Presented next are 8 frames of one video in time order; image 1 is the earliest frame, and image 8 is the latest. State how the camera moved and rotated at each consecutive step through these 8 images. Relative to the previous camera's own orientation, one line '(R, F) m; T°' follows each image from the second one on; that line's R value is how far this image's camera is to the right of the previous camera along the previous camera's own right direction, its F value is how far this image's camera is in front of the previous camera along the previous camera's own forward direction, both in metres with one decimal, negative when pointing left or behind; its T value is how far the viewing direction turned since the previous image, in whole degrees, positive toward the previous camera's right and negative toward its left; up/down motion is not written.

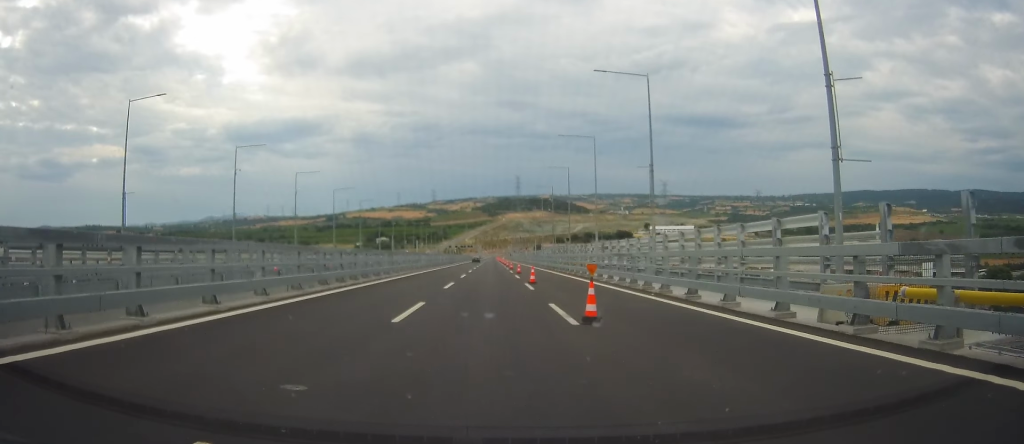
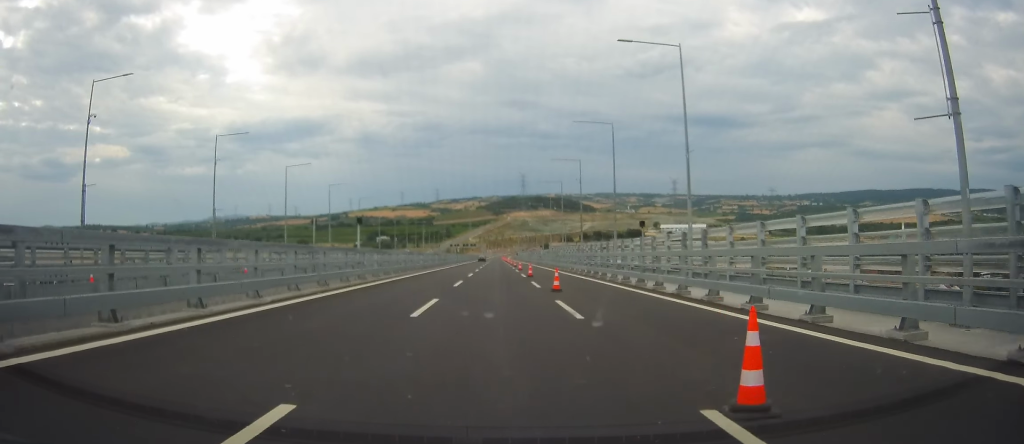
(-0.6, +29.0) m; -1°
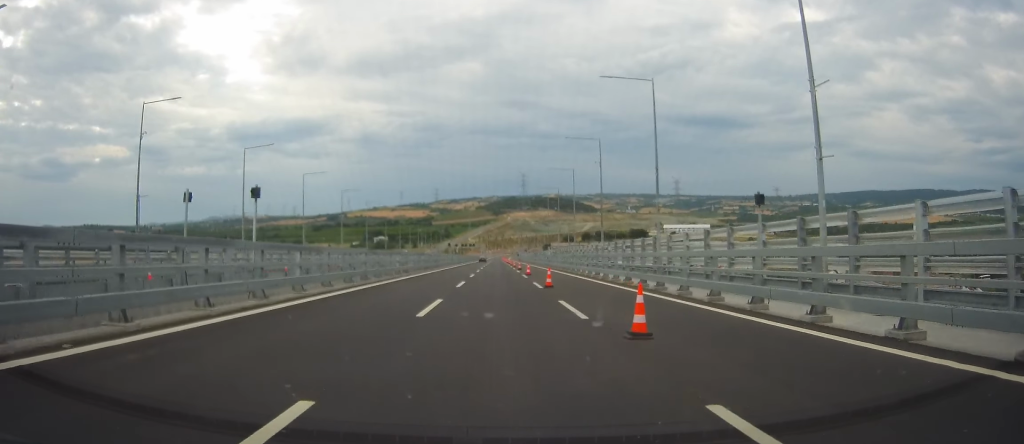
(+0.3, +14.2) m; 0°
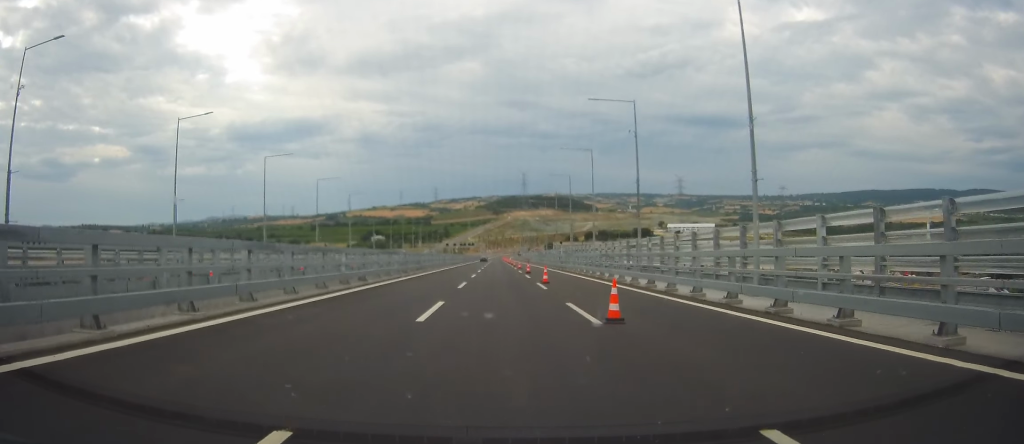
(-0.2, +16.1) m; 0°
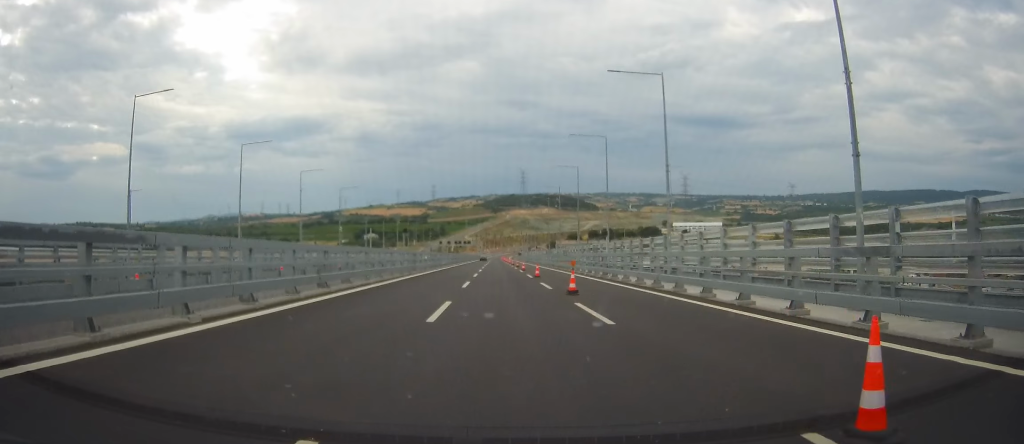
(-0.1, +29.5) m; -1°
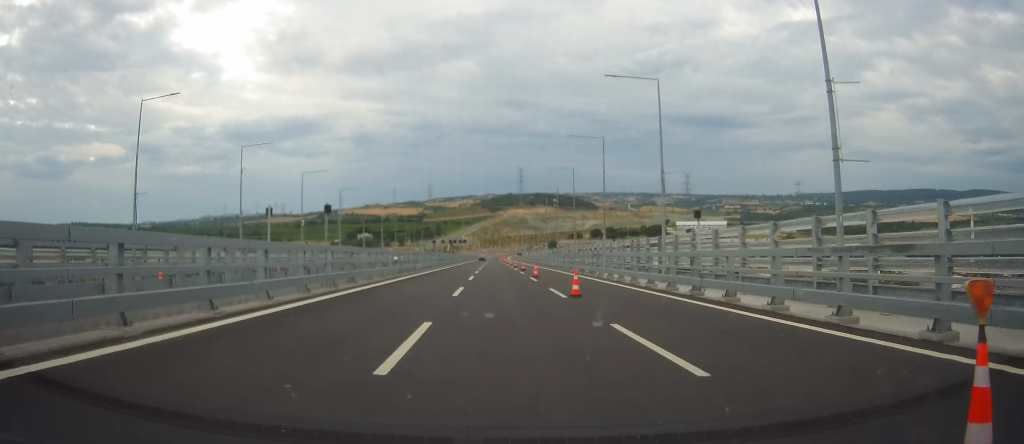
(-0.1, +21.1) m; 0°
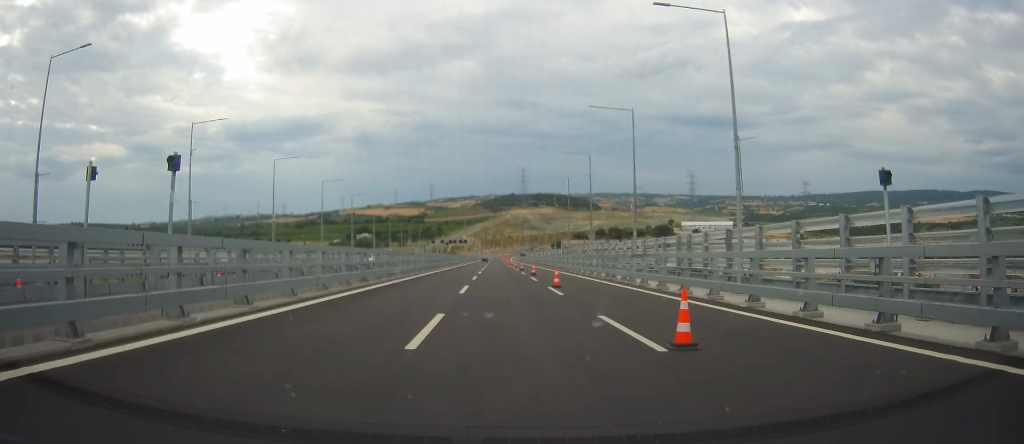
(0.0, +12.6) m; 0°
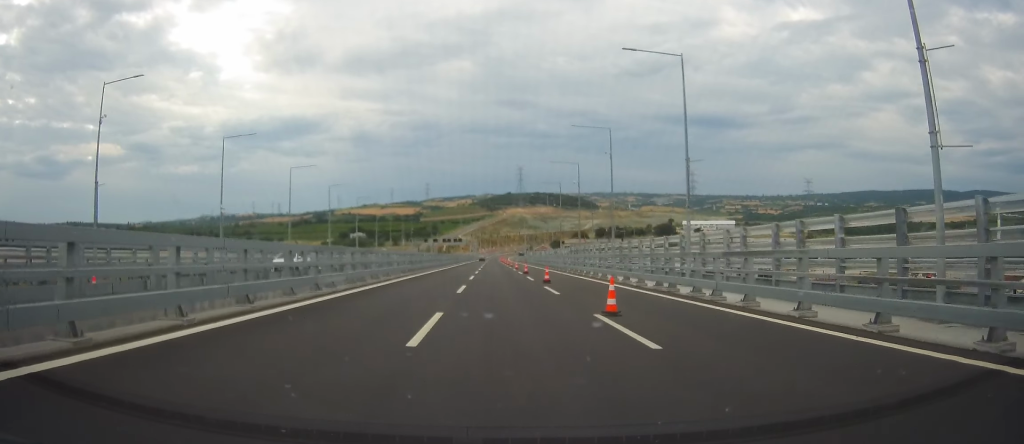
(-0.2, +14.4) m; +1°
